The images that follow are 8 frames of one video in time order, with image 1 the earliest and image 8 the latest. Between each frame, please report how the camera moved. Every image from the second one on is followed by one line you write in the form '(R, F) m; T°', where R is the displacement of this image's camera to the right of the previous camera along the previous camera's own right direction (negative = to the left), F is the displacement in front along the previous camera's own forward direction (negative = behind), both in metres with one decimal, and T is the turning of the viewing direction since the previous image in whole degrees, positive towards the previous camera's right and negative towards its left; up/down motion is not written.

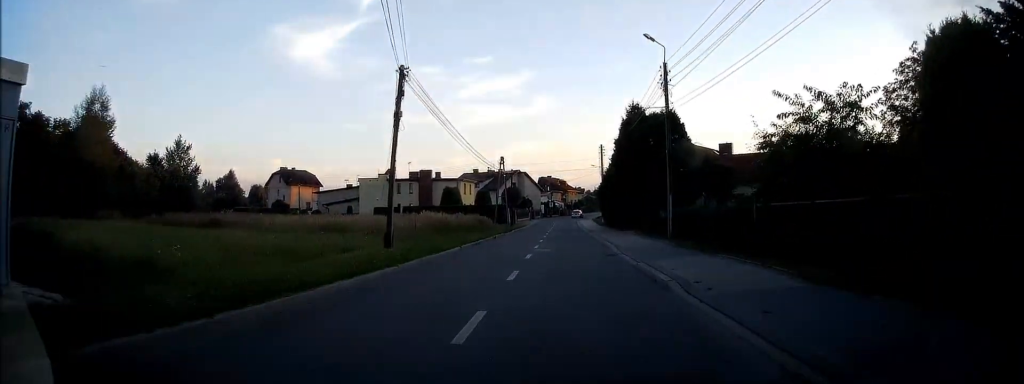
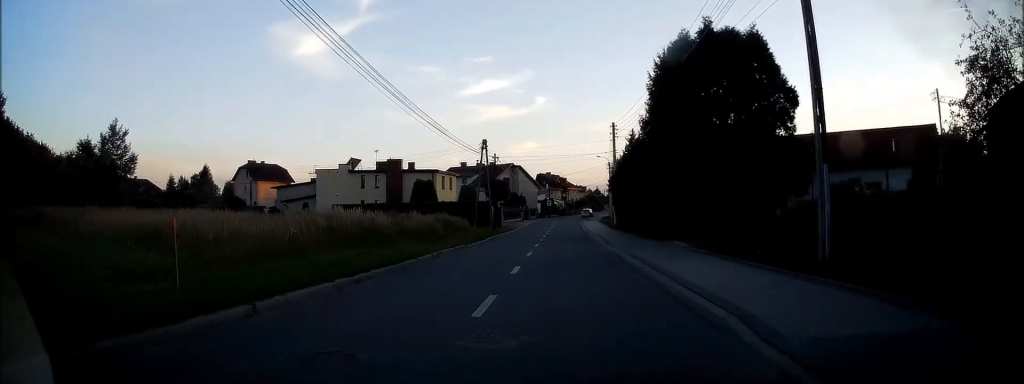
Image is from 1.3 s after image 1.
(+0.1, +16.0) m; +1°
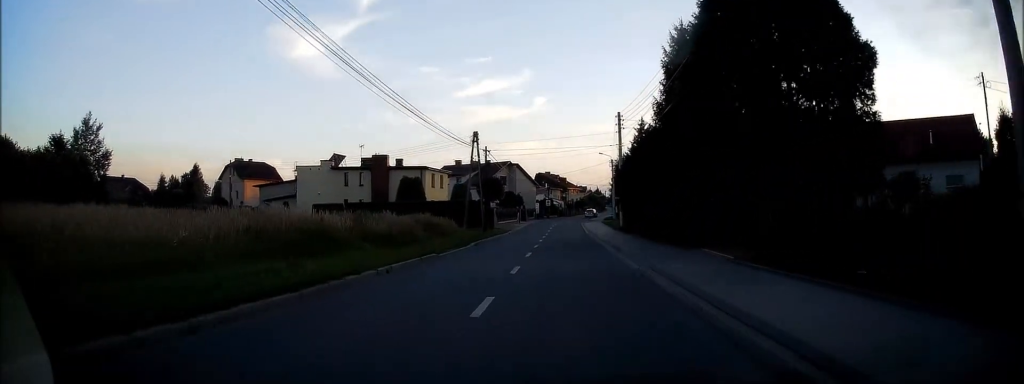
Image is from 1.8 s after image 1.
(0.0, +5.5) m; +1°
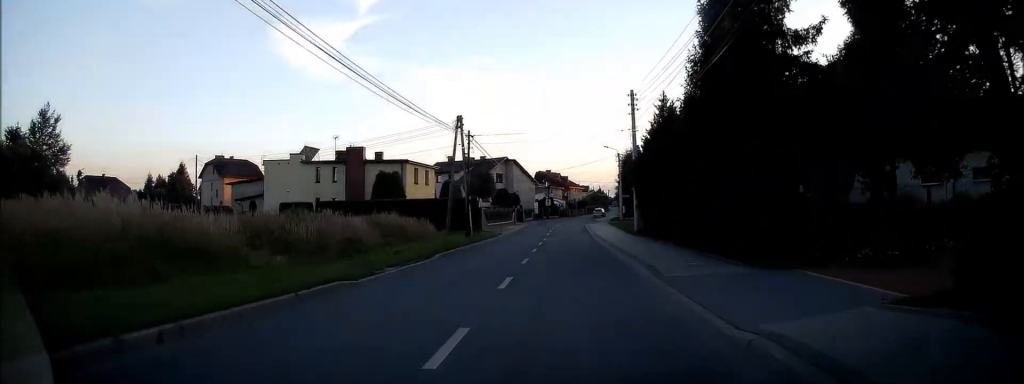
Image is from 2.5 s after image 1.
(+0.1, +8.2) m; 0°
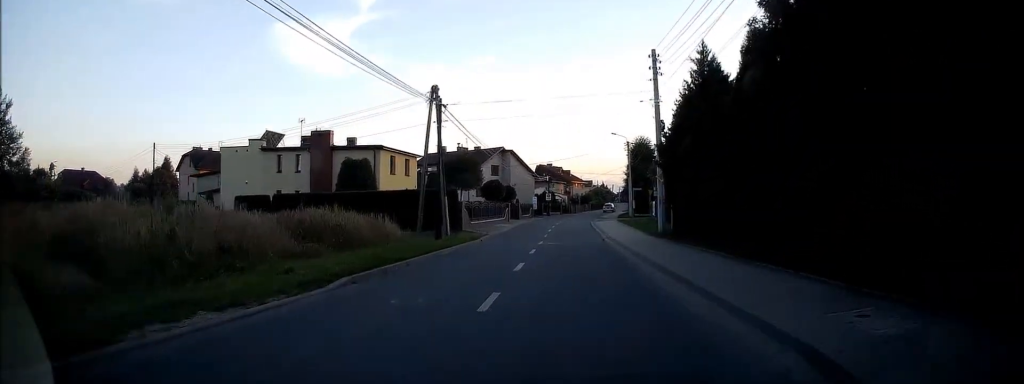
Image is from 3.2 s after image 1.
(+0.4, +8.5) m; -1°
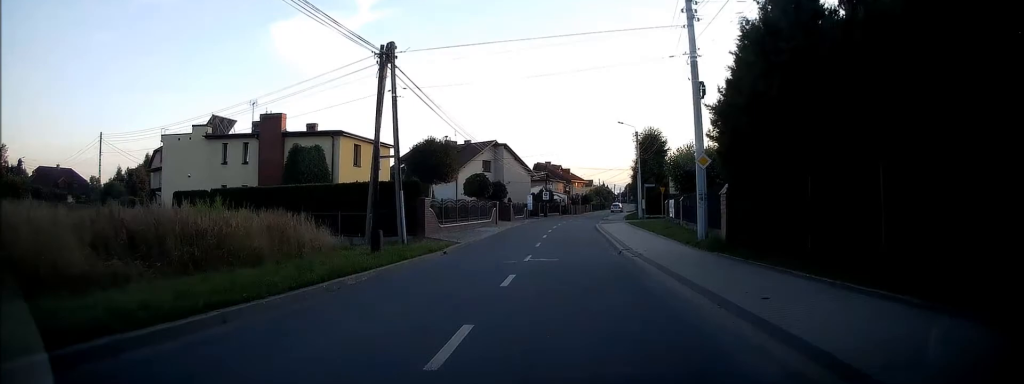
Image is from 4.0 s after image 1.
(-0.6, +8.5) m; -2°
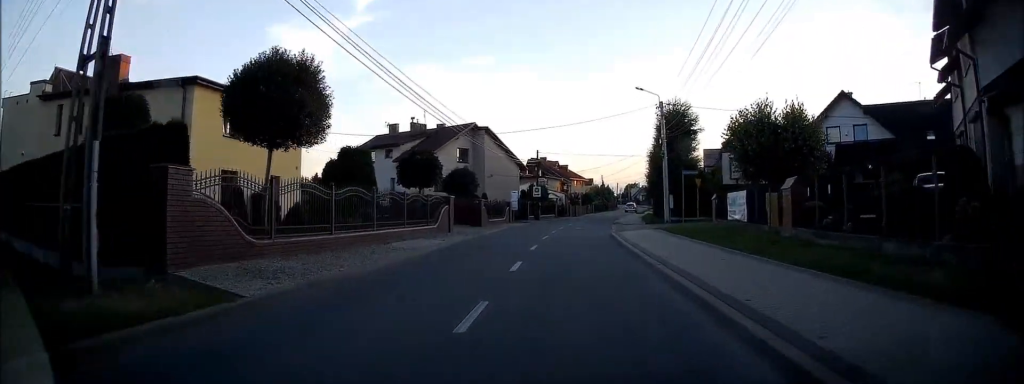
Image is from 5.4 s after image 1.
(+0.2, +16.2) m; +3°
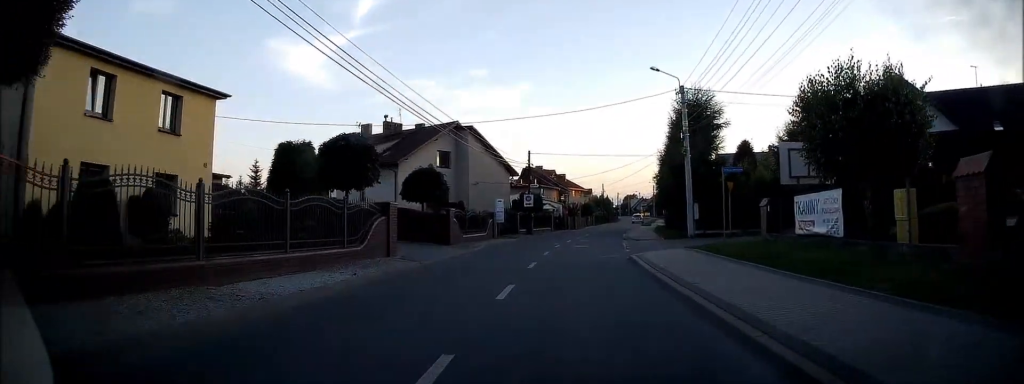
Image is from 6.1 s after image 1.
(+0.3, +8.4) m; 0°
